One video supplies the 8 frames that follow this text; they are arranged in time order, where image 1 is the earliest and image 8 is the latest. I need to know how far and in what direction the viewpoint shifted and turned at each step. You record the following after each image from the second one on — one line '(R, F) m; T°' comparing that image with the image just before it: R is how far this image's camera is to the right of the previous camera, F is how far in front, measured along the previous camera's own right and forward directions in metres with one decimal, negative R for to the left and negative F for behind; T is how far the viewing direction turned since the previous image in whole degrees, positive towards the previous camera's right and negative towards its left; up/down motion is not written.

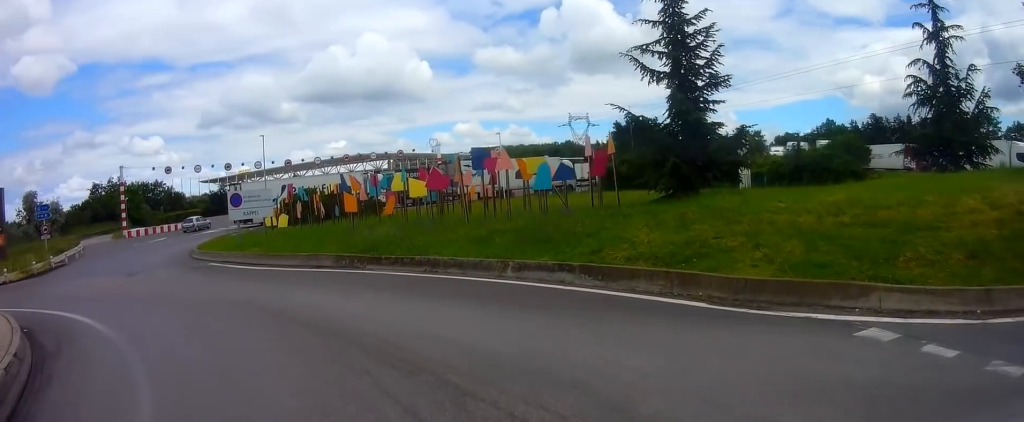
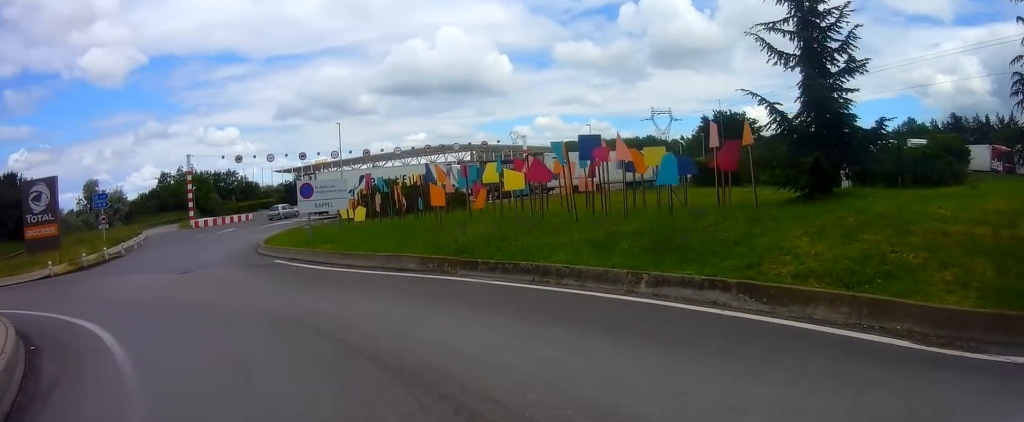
(+0.3, +2.0) m; -5°
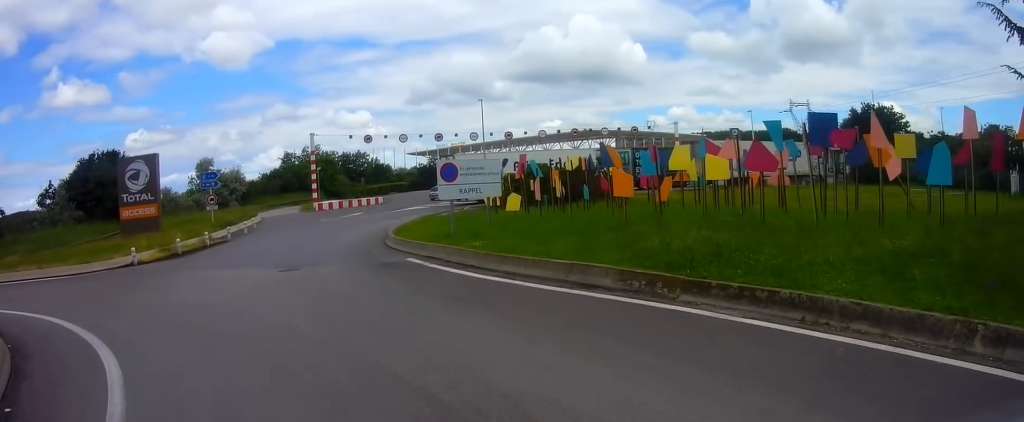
(-0.1, +3.4) m; -16°
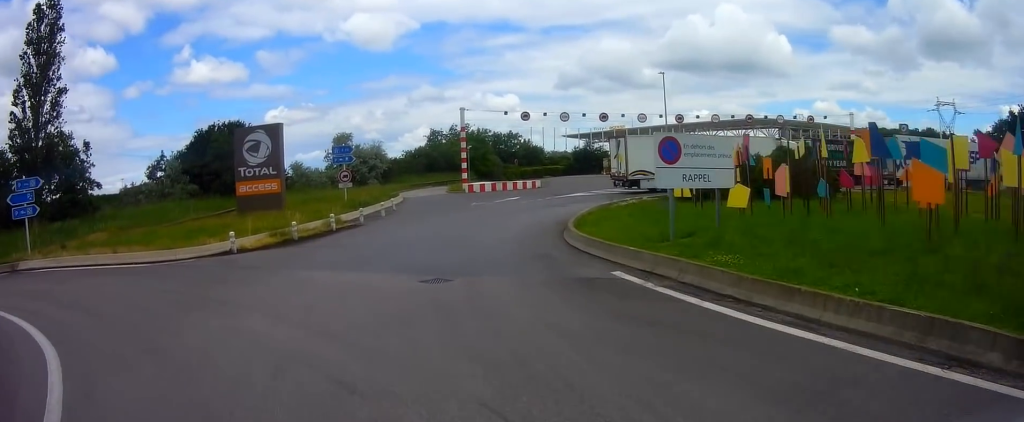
(-1.3, +4.2) m; -22°
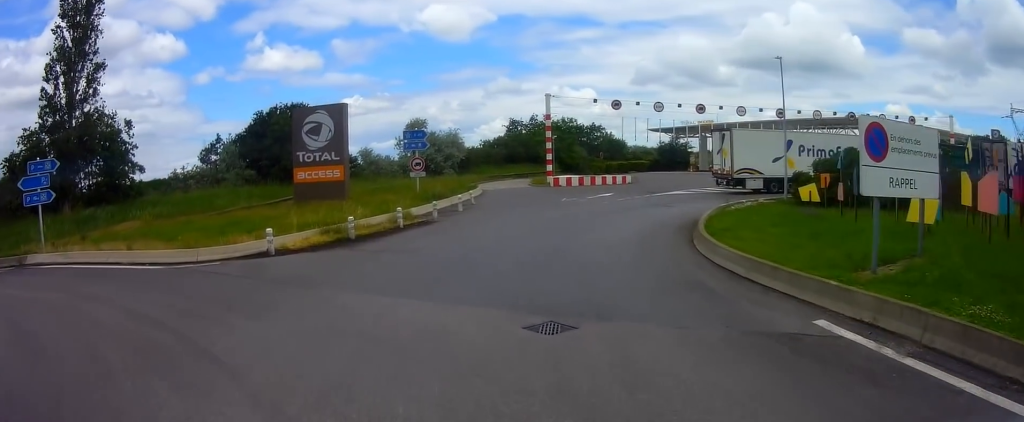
(-0.4, +3.8) m; -2°
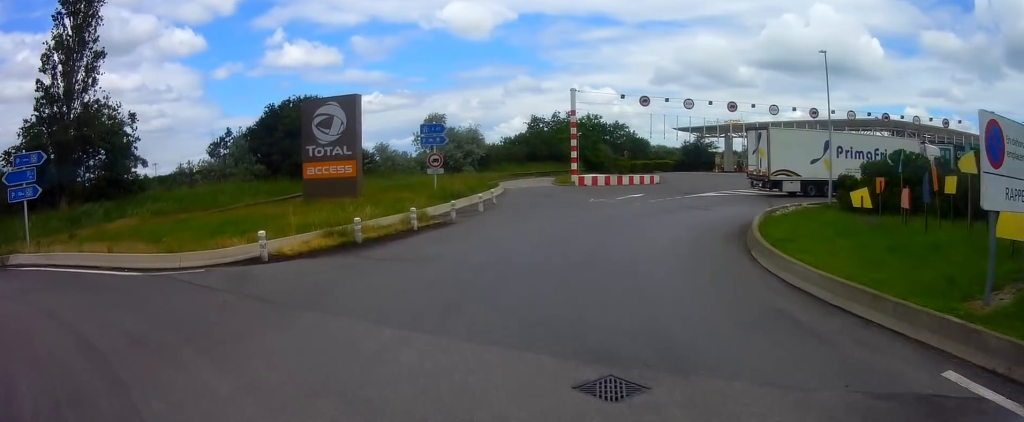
(+0.2, +2.0) m; +3°
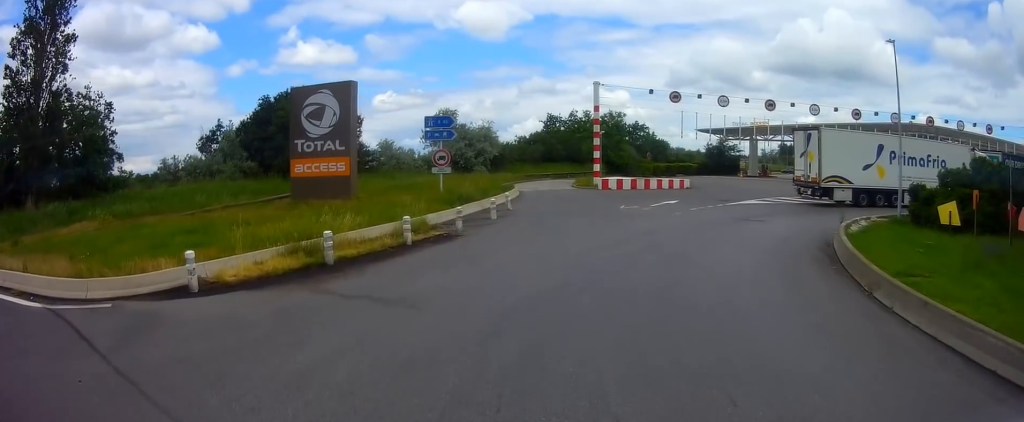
(+0.1, +4.0) m; +2°
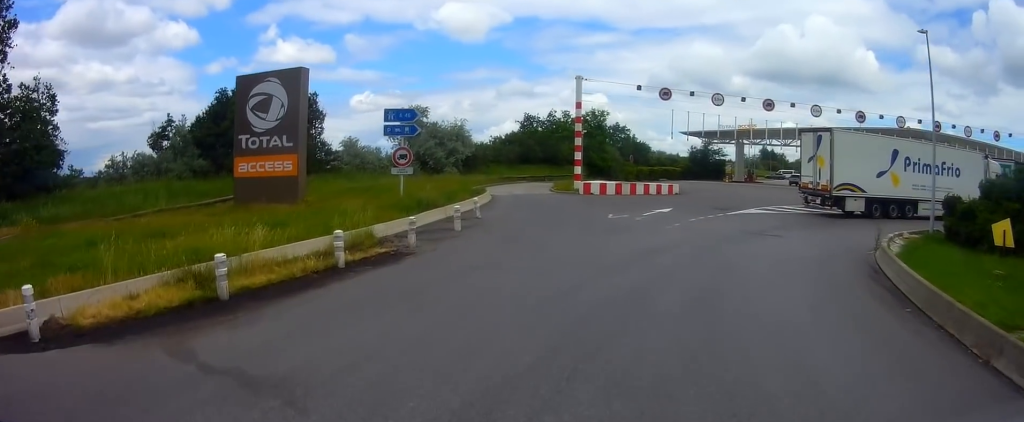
(0.0, +3.5) m; +2°
